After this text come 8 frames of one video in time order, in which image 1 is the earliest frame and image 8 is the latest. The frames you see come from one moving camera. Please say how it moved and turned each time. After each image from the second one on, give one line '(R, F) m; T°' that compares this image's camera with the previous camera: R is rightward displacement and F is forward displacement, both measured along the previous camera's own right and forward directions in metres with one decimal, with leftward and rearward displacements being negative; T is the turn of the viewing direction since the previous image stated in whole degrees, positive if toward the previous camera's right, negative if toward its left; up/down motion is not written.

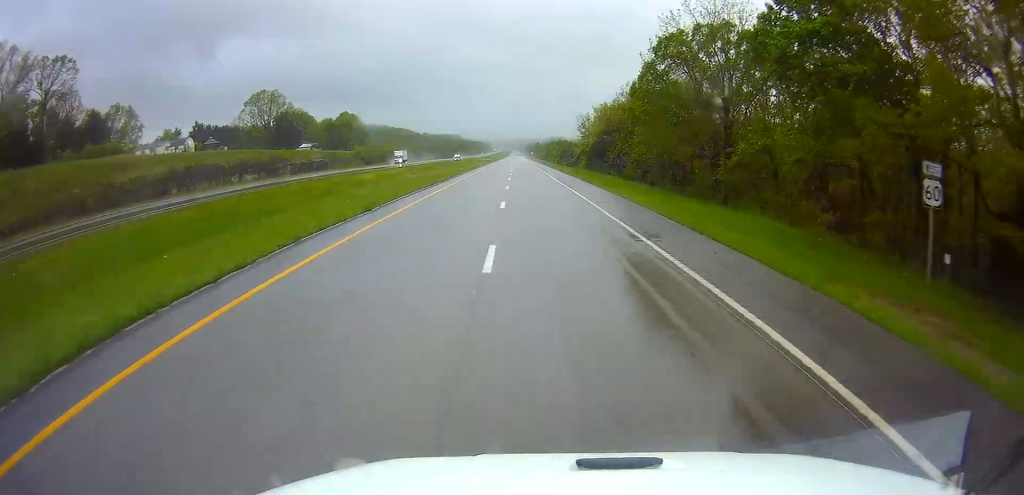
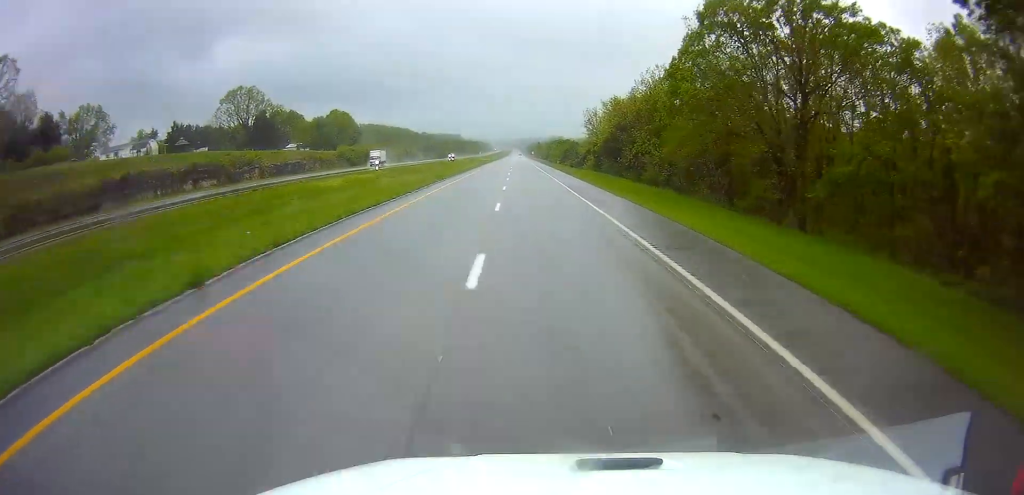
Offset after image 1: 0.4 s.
(-0.1, +13.5) m; 0°
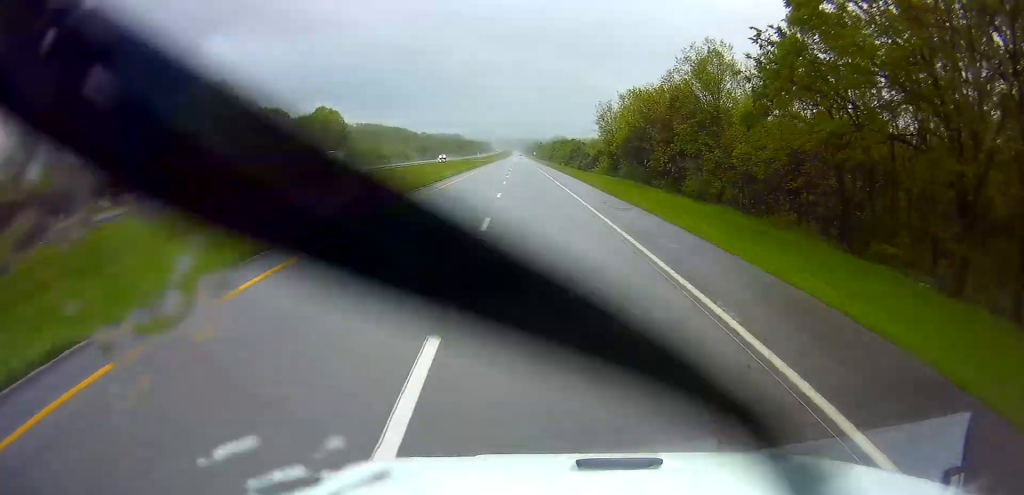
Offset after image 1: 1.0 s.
(0.0, +17.7) m; 0°
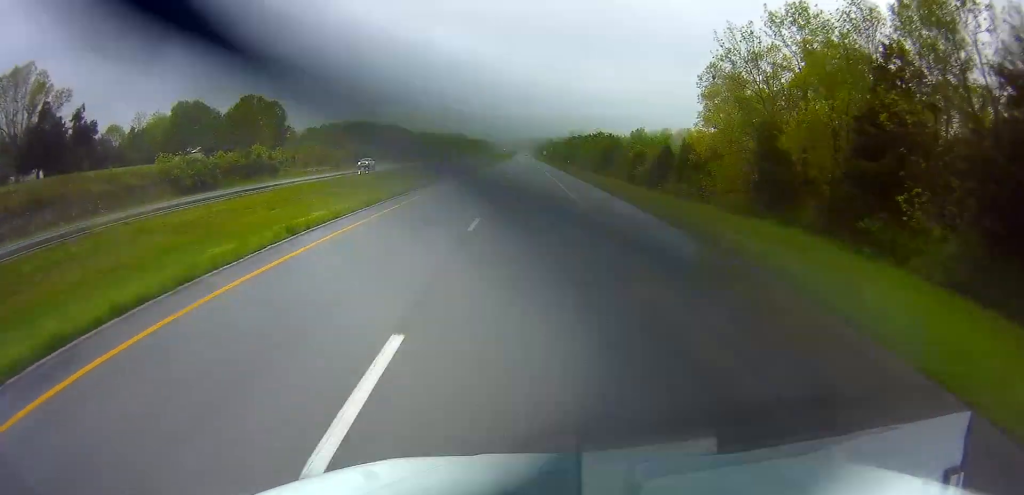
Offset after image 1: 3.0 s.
(-0.2, +61.3) m; 0°
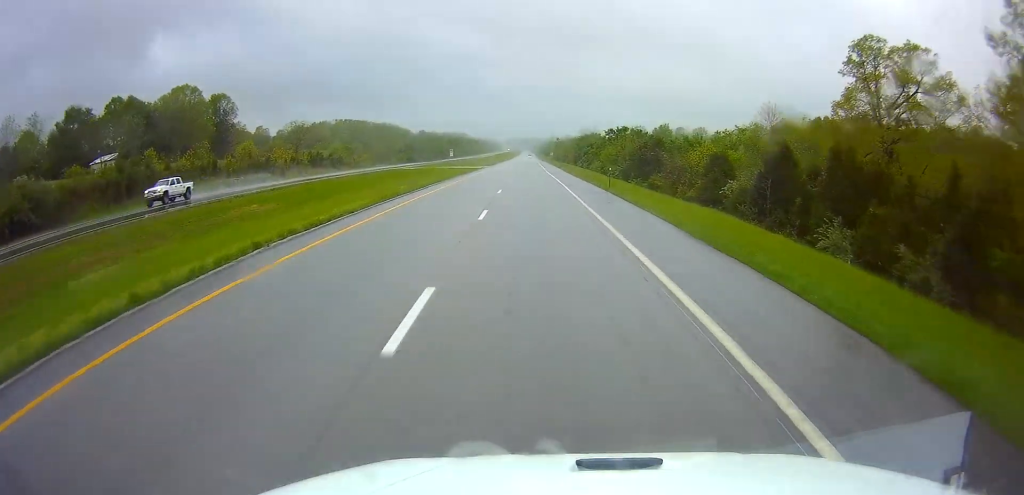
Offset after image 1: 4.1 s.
(0.0, +34.4) m; 0°
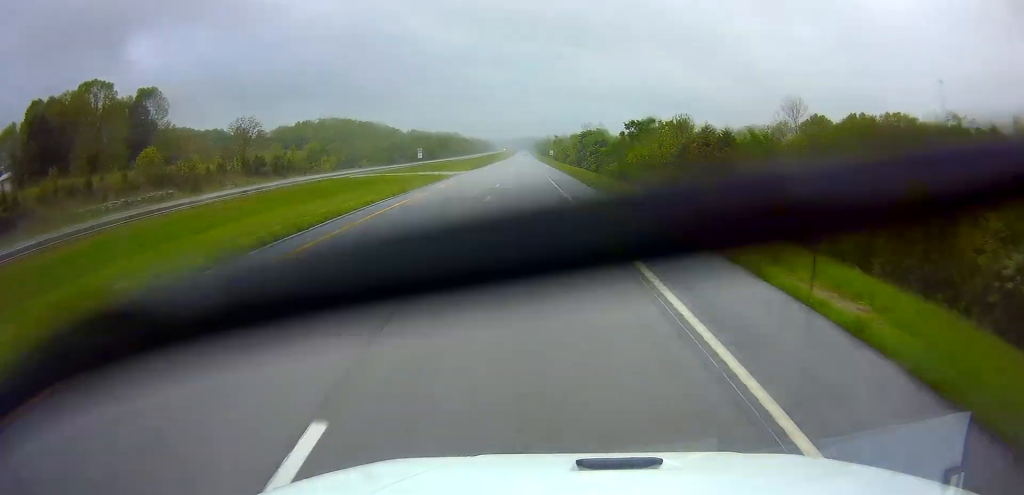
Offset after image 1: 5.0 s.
(0.0, +29.1) m; 0°
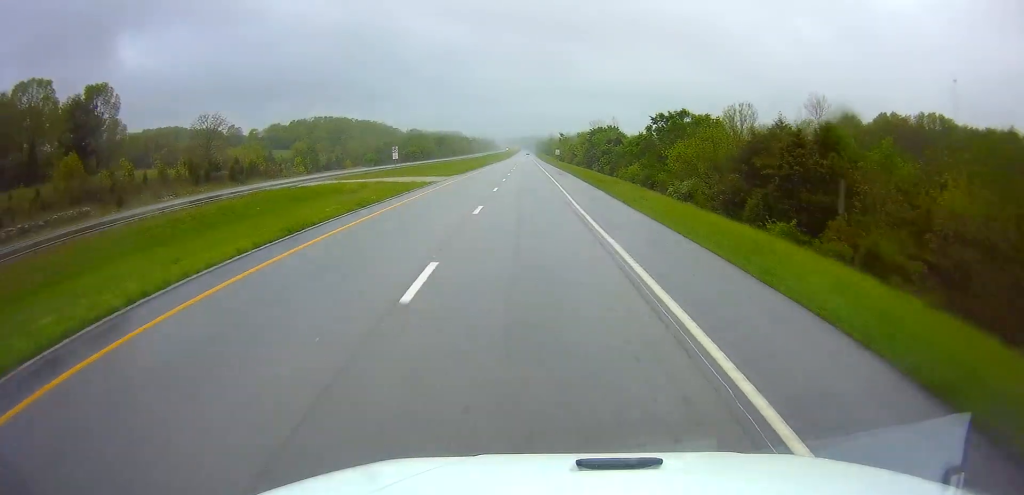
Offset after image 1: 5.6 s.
(-0.1, +17.7) m; 0°
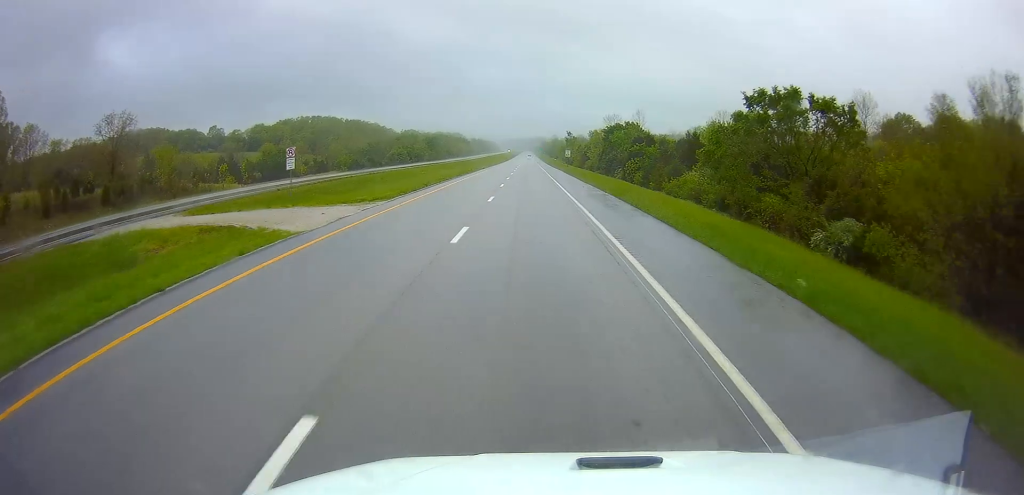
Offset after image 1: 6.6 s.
(0.0, +31.3) m; 0°
